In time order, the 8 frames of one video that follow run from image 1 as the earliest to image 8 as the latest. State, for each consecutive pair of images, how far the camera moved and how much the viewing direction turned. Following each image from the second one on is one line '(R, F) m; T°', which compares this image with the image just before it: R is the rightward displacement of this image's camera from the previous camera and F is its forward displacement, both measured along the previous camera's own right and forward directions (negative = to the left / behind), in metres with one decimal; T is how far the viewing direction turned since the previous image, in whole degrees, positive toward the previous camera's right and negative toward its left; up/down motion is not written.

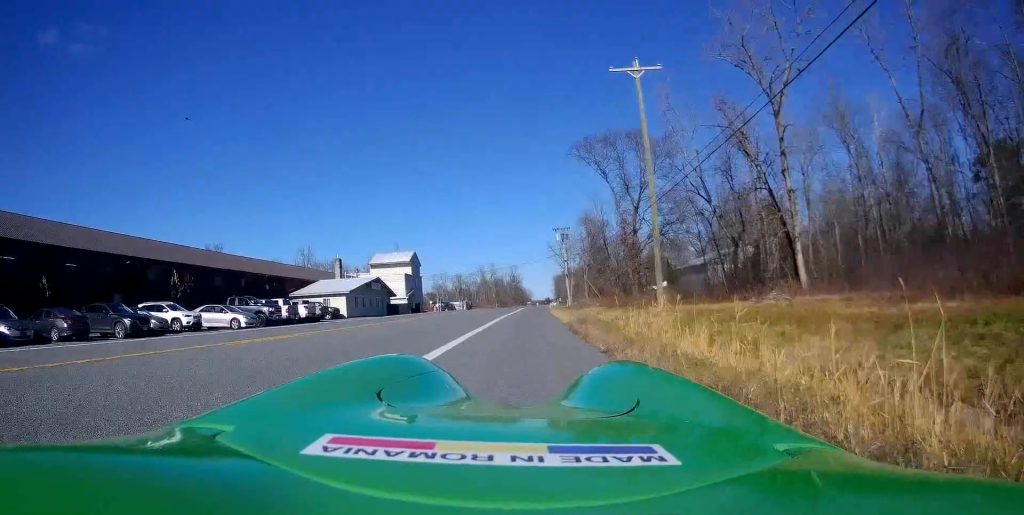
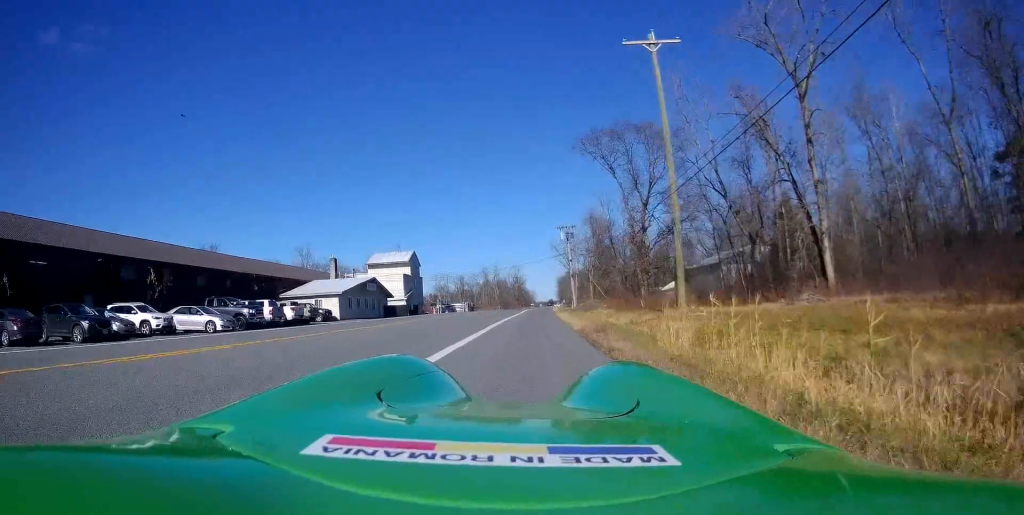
(-0.3, +3.3) m; -1°
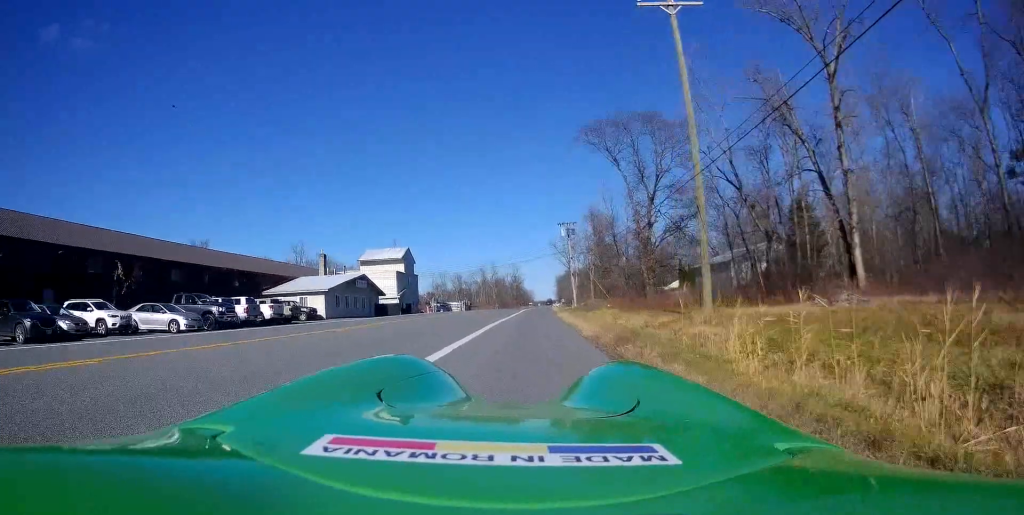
(-0.2, +3.3) m; -1°
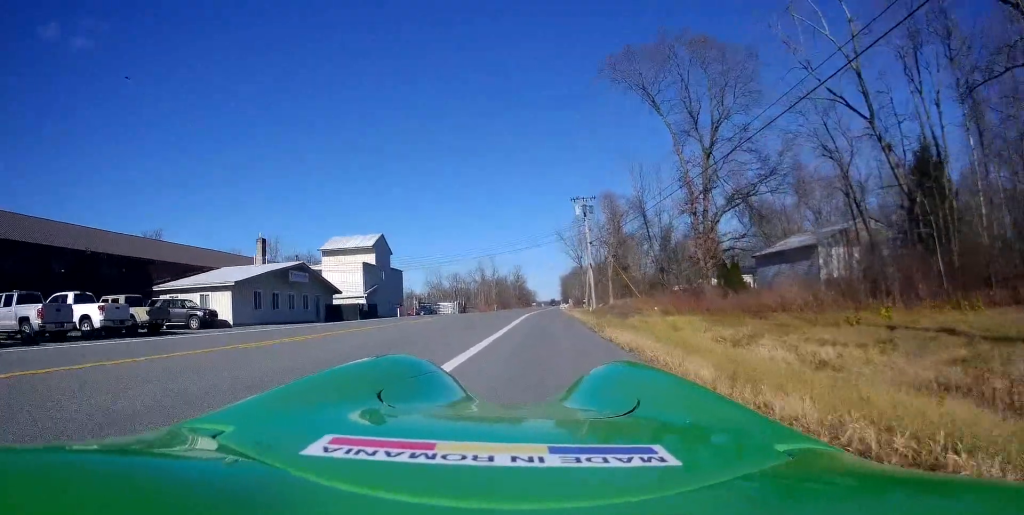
(+0.5, +17.2) m; +2°
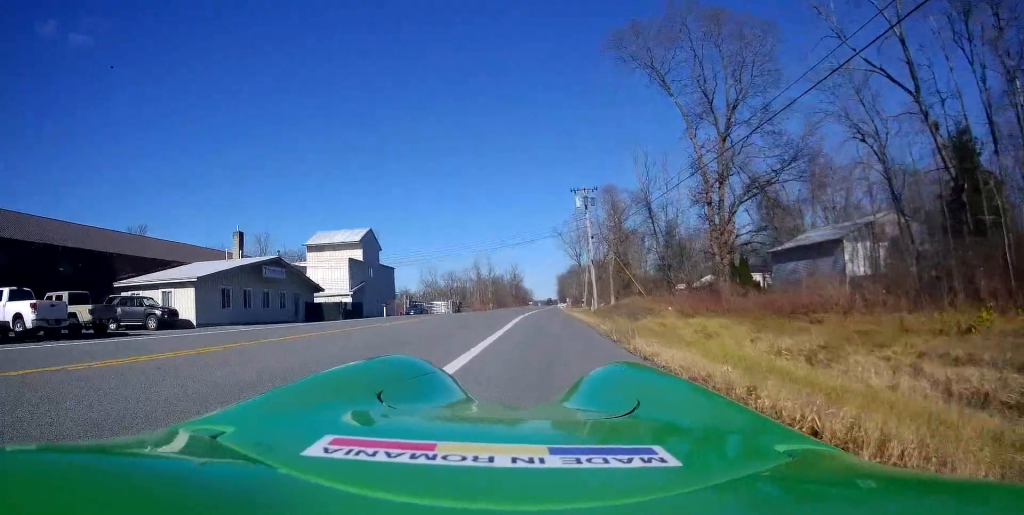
(0.0, +3.9) m; 0°
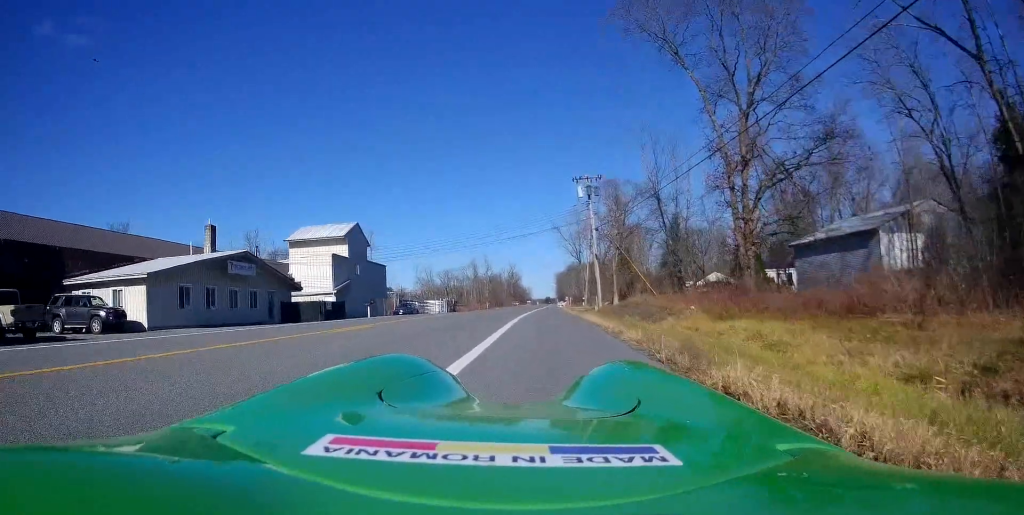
(0.0, +4.5) m; 0°
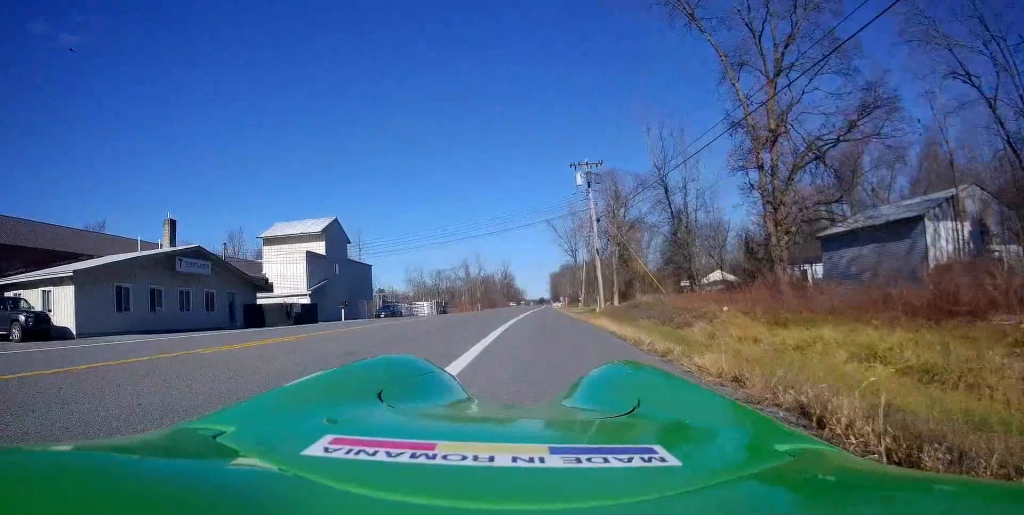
(-0.1, +4.8) m; 0°
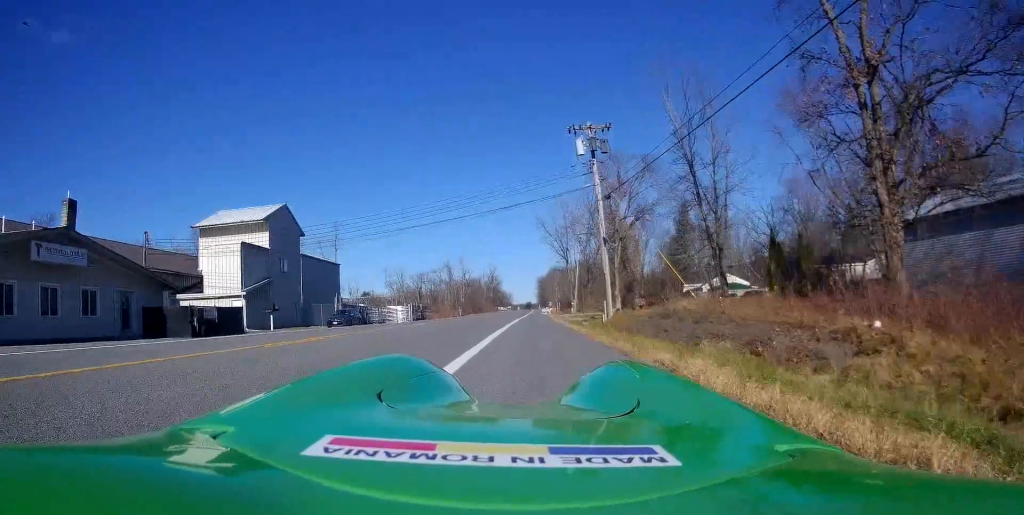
(0.0, +9.5) m; 0°
